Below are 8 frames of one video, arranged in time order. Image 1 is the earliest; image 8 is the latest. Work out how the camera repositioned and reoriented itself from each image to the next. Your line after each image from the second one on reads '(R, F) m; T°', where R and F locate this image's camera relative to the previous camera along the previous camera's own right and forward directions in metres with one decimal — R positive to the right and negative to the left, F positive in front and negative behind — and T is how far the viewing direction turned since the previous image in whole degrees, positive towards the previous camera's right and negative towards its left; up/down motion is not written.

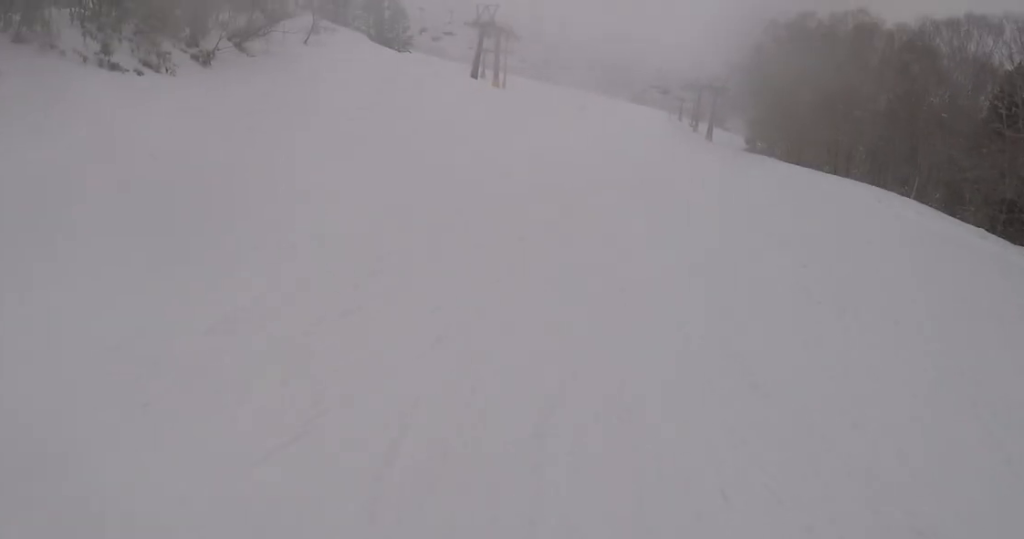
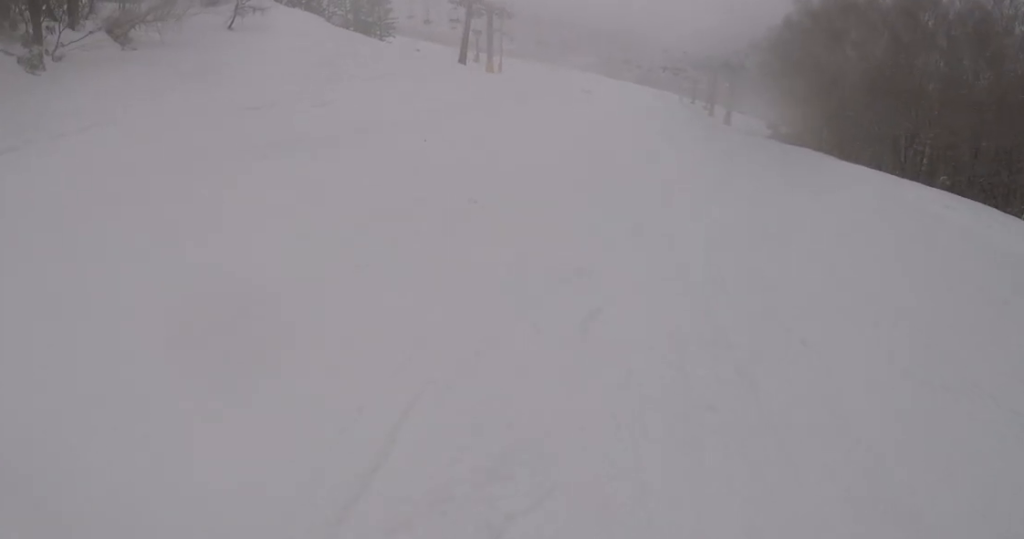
(+1.5, +8.7) m; 0°
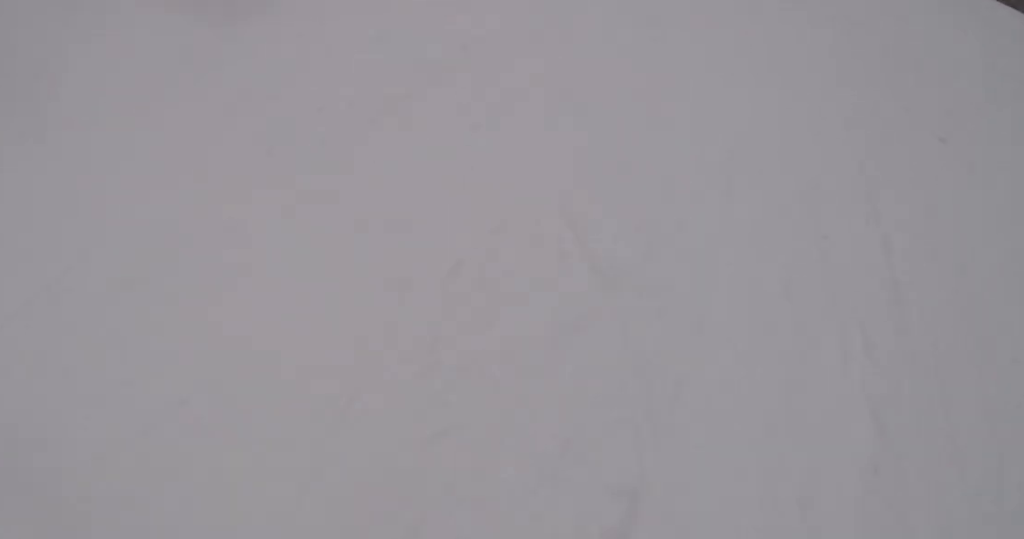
(-0.6, +3.4) m; -5°
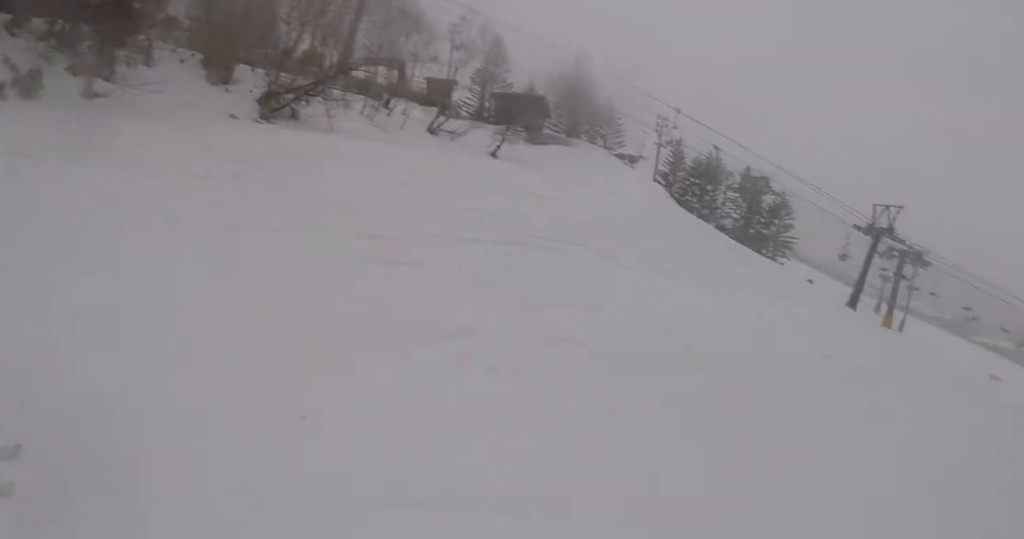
(-1.1, +10.1) m; +1°
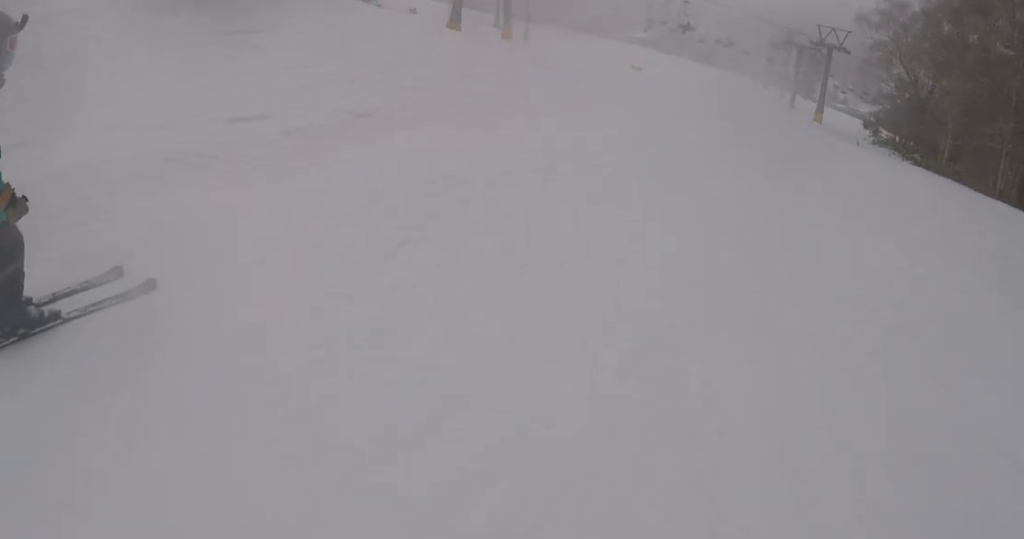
(+1.2, +9.7) m; +1°
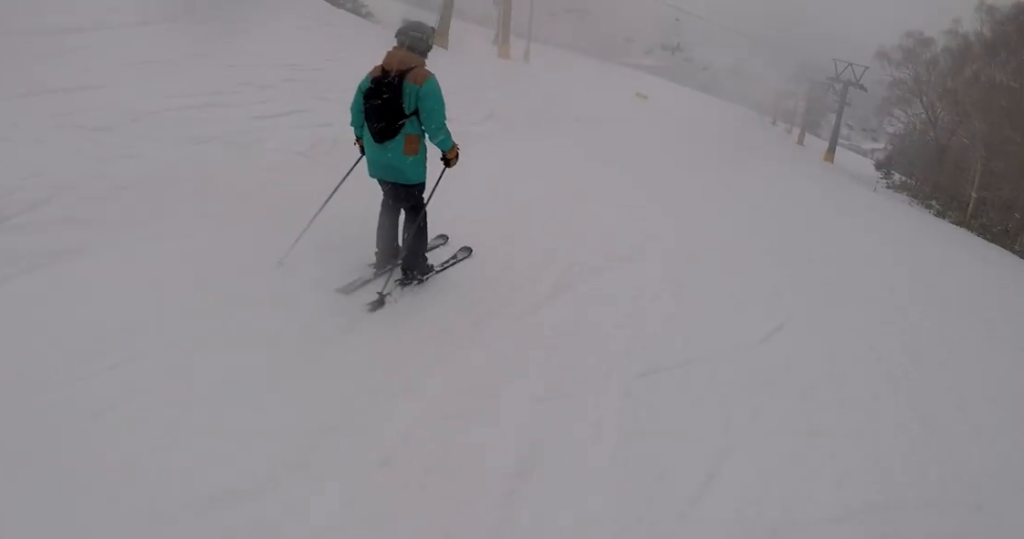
(-1.4, +5.8) m; 0°
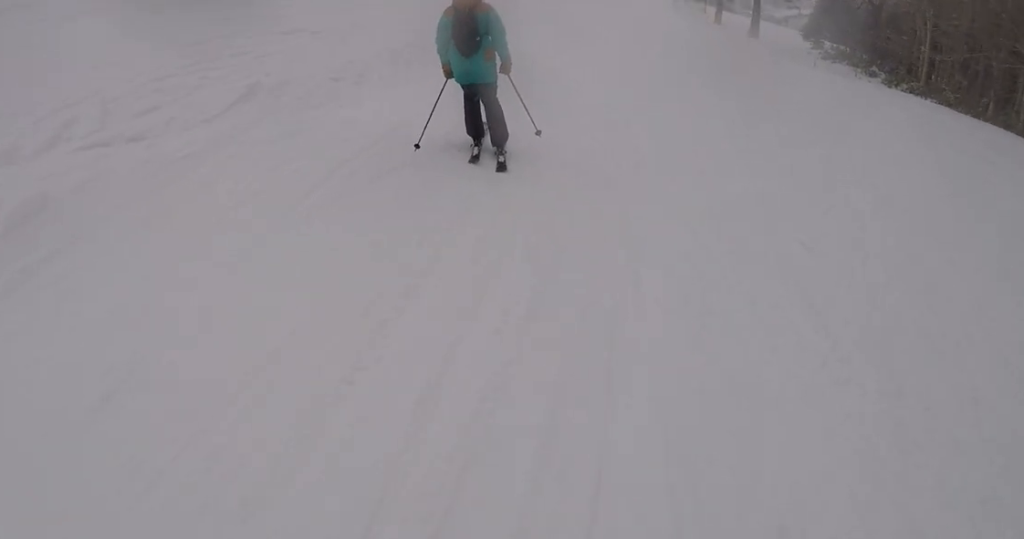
(+1.4, +5.9) m; +10°
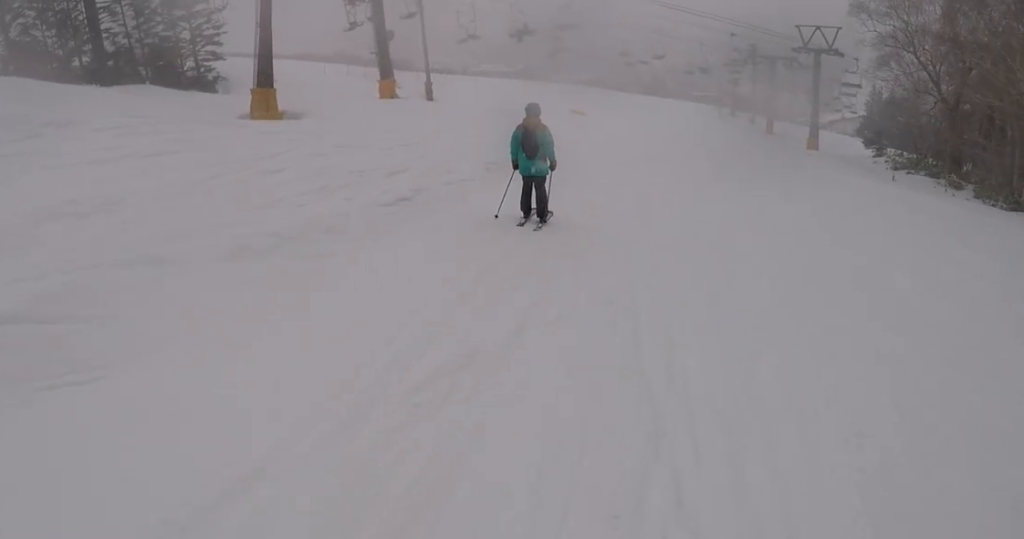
(-0.7, +8.8) m; -10°
